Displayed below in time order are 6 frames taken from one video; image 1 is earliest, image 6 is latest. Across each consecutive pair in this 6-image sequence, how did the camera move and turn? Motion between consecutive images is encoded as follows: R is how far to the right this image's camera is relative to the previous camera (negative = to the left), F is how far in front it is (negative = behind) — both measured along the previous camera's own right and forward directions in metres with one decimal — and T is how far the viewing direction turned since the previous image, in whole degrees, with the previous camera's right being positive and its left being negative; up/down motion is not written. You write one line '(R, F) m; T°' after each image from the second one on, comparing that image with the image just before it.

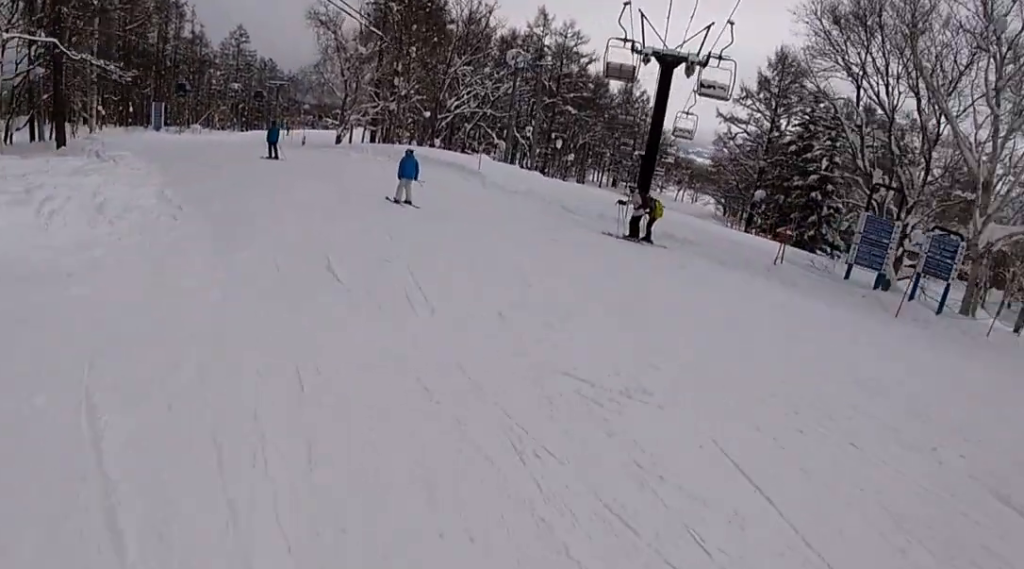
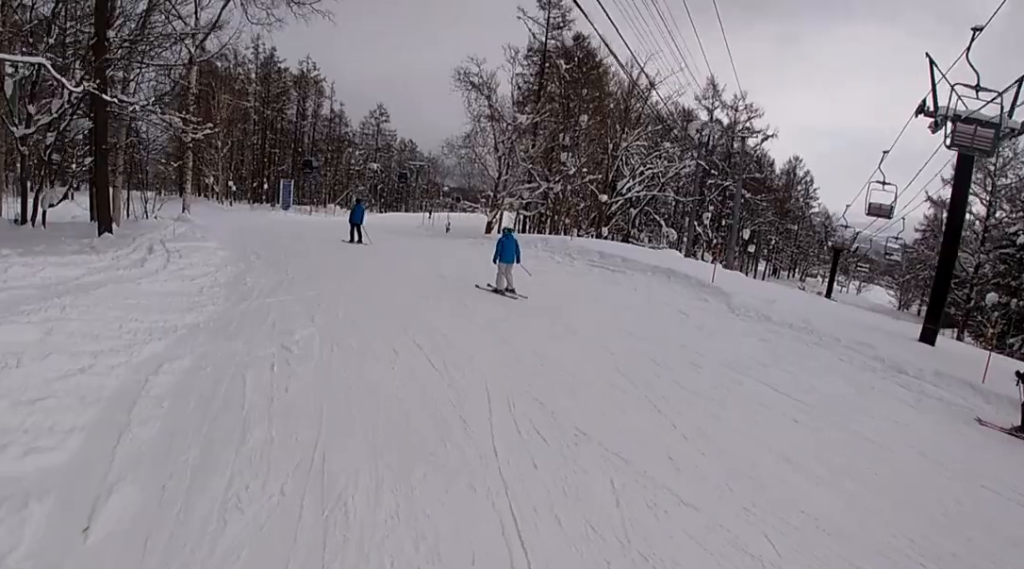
(-0.1, +8.3) m; -6°
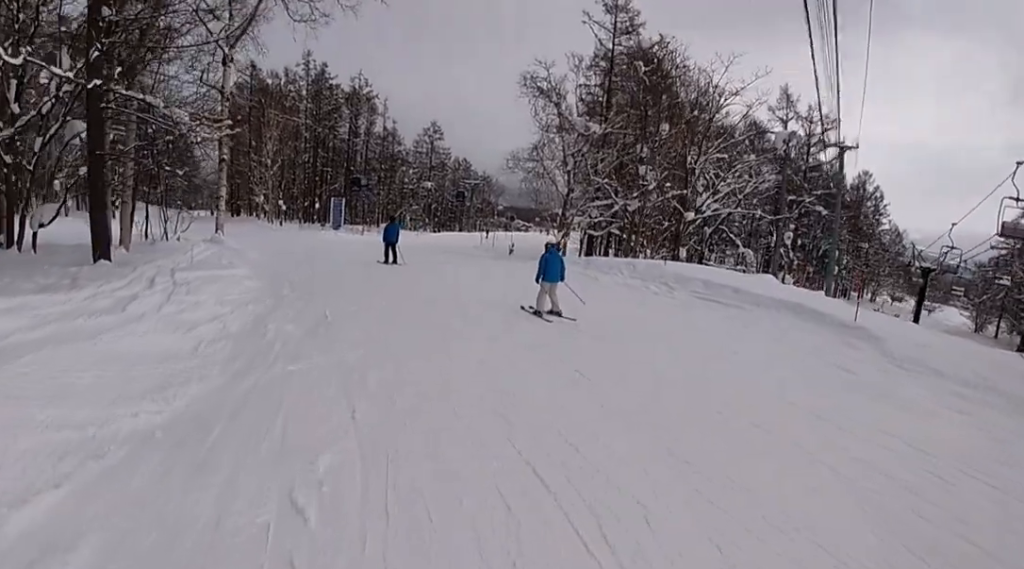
(+0.2, +3.3) m; -6°
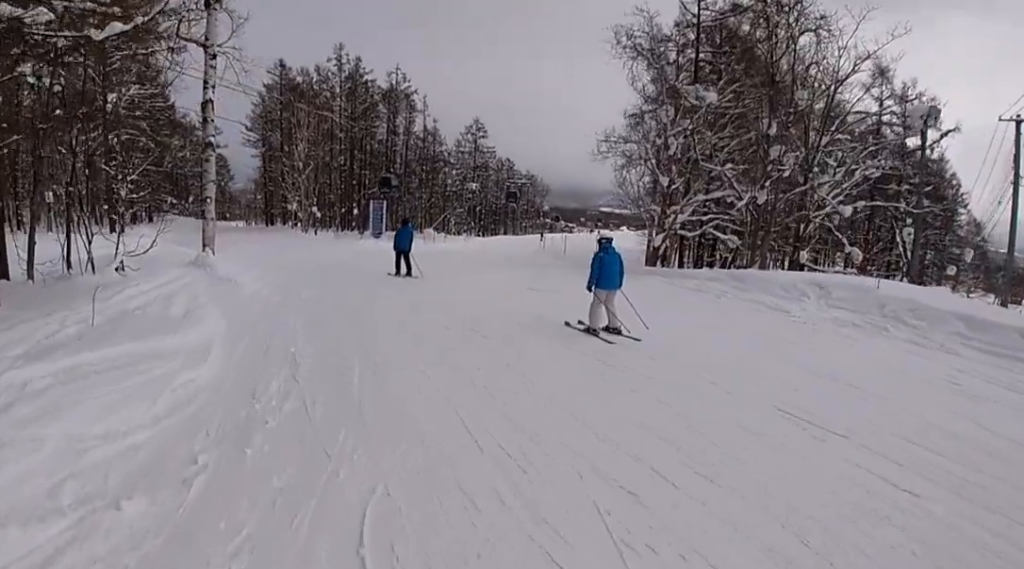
(-1.0, +7.4) m; +2°
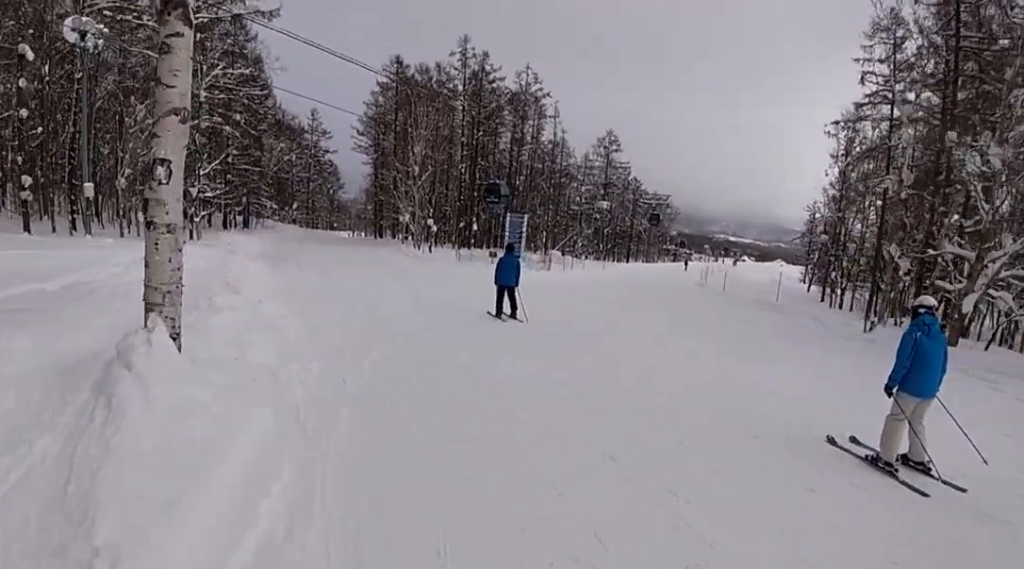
(+2.1, +10.9) m; +10°
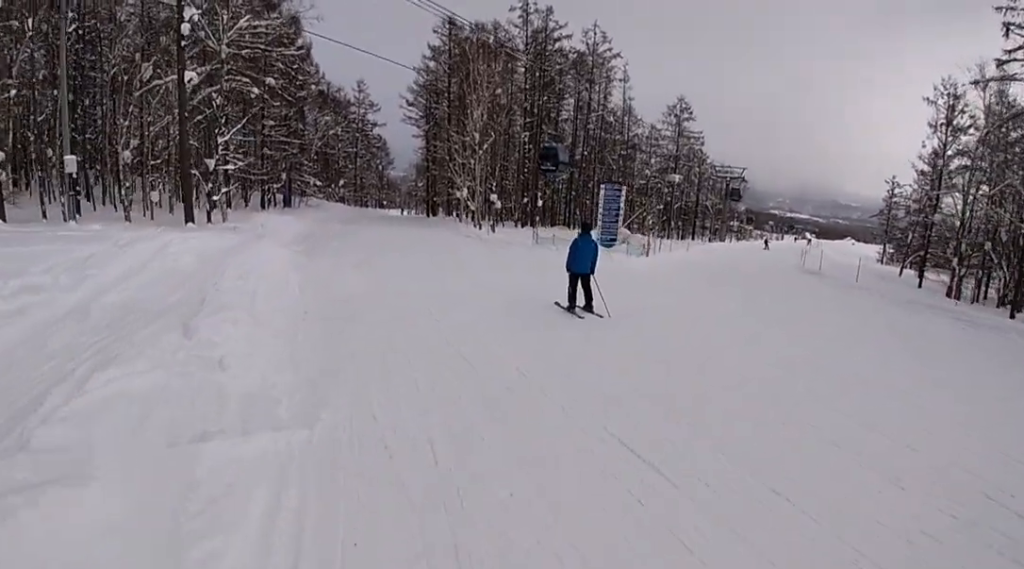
(-0.1, +6.9) m; -12°
